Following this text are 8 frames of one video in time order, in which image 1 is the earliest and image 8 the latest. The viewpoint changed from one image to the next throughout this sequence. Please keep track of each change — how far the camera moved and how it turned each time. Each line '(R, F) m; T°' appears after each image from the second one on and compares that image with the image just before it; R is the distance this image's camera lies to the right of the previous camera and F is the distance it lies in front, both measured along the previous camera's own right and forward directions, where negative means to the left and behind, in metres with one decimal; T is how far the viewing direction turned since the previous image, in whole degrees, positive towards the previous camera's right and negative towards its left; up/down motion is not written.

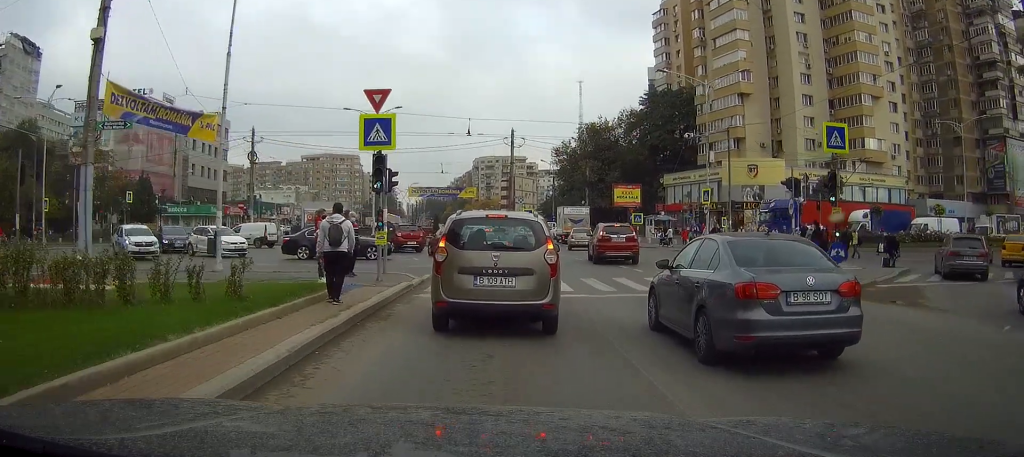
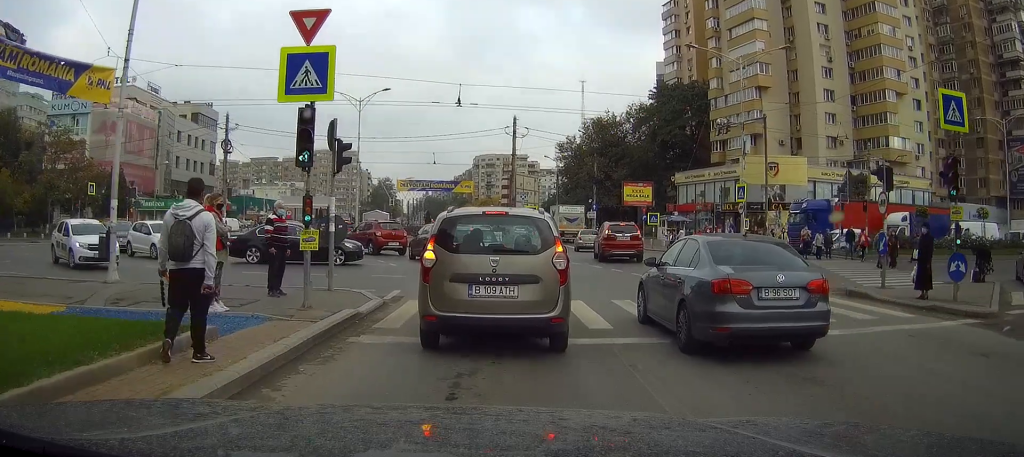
(0.0, +6.4) m; +1°
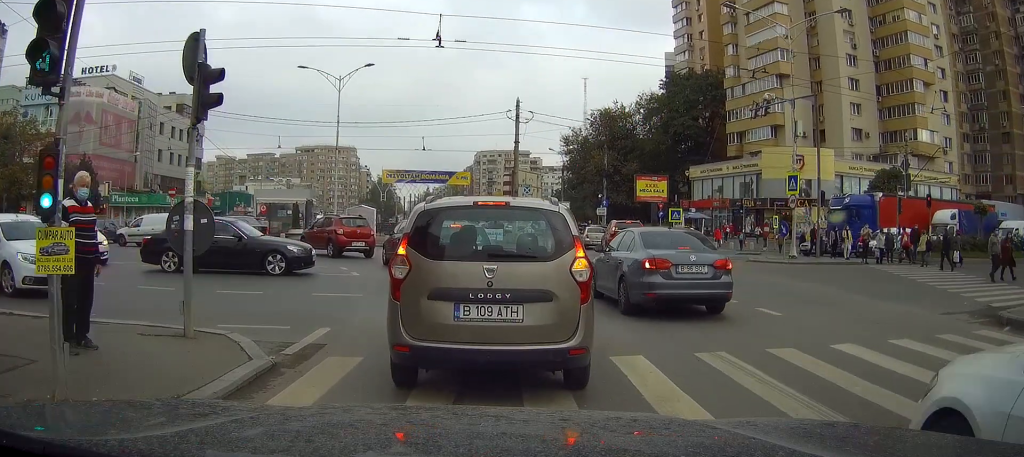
(+0.1, +6.9) m; 0°
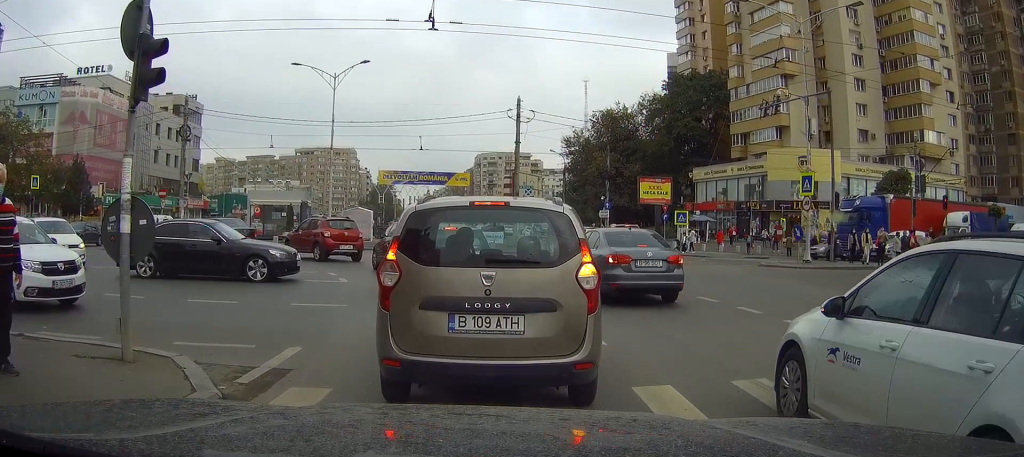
(0.0, +1.6) m; -1°
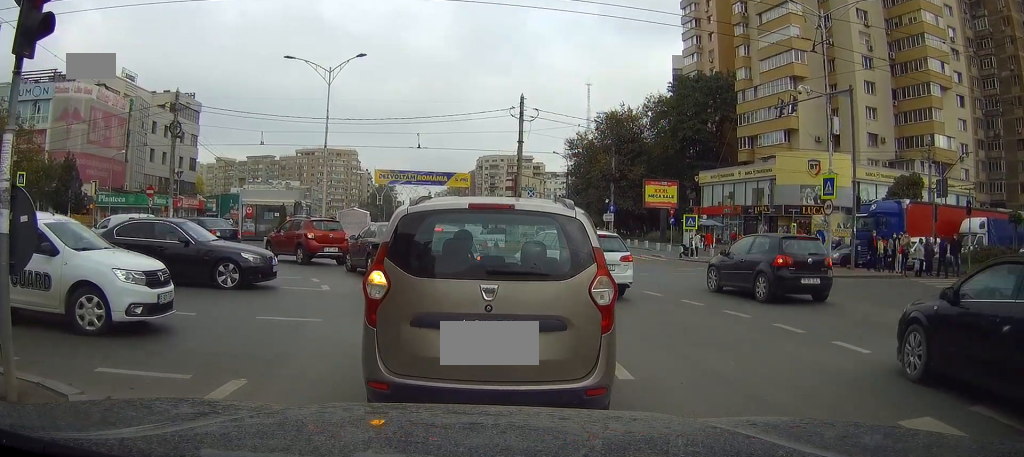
(+0.1, +2.7) m; -1°
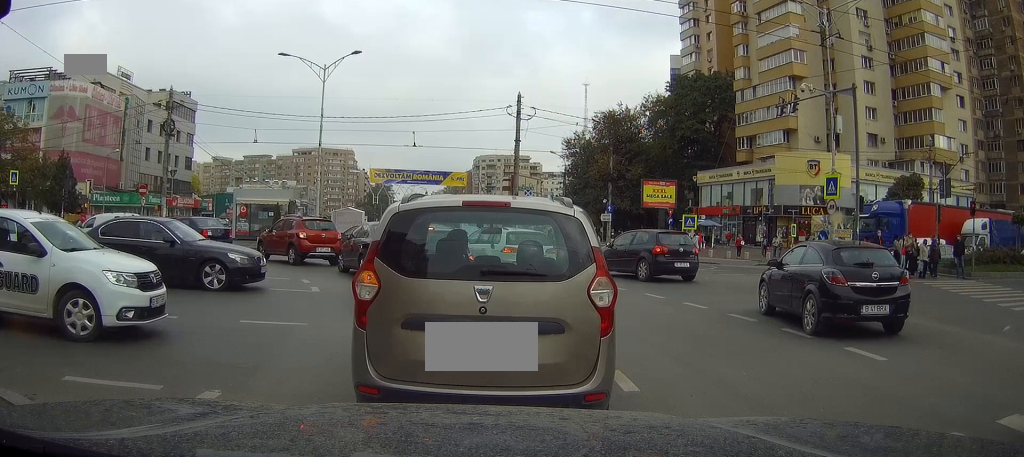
(+0.1, +0.4) m; 0°
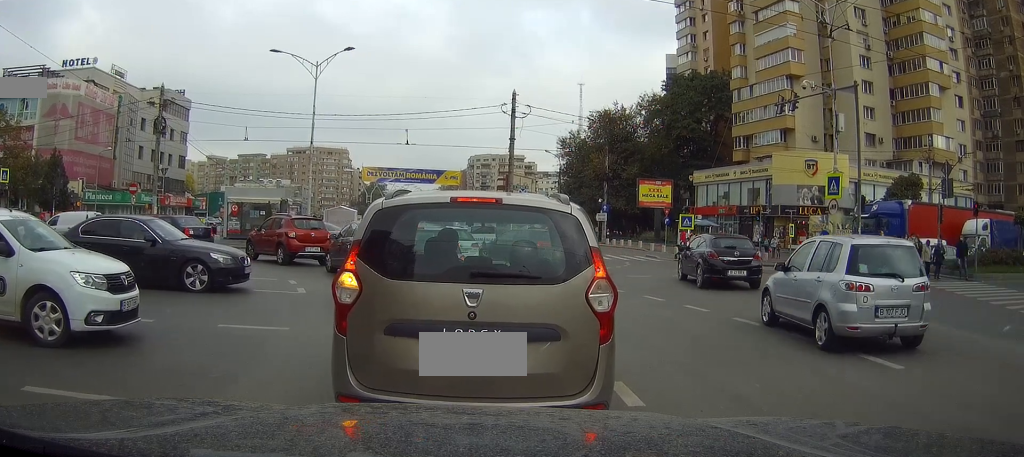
(+0.1, +0.5) m; 0°
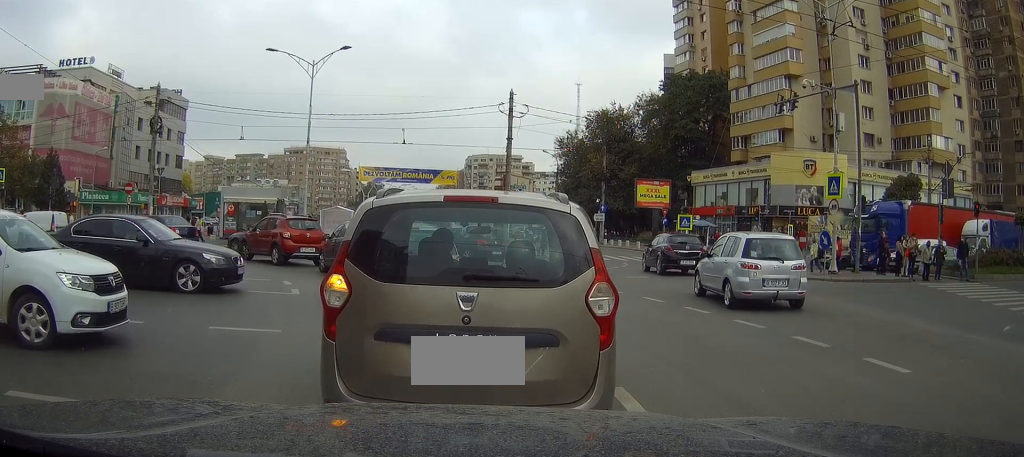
(+0.1, +0.3) m; 0°
